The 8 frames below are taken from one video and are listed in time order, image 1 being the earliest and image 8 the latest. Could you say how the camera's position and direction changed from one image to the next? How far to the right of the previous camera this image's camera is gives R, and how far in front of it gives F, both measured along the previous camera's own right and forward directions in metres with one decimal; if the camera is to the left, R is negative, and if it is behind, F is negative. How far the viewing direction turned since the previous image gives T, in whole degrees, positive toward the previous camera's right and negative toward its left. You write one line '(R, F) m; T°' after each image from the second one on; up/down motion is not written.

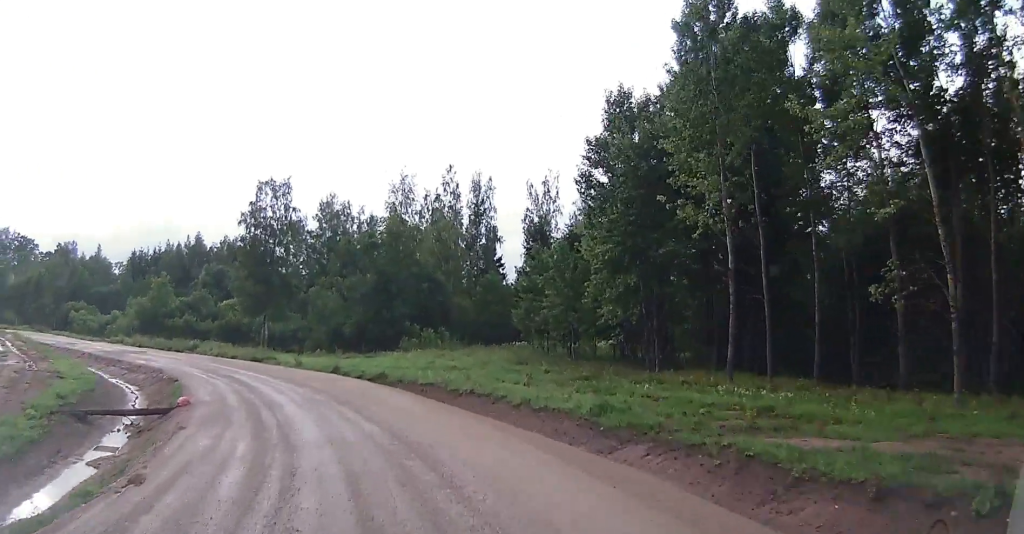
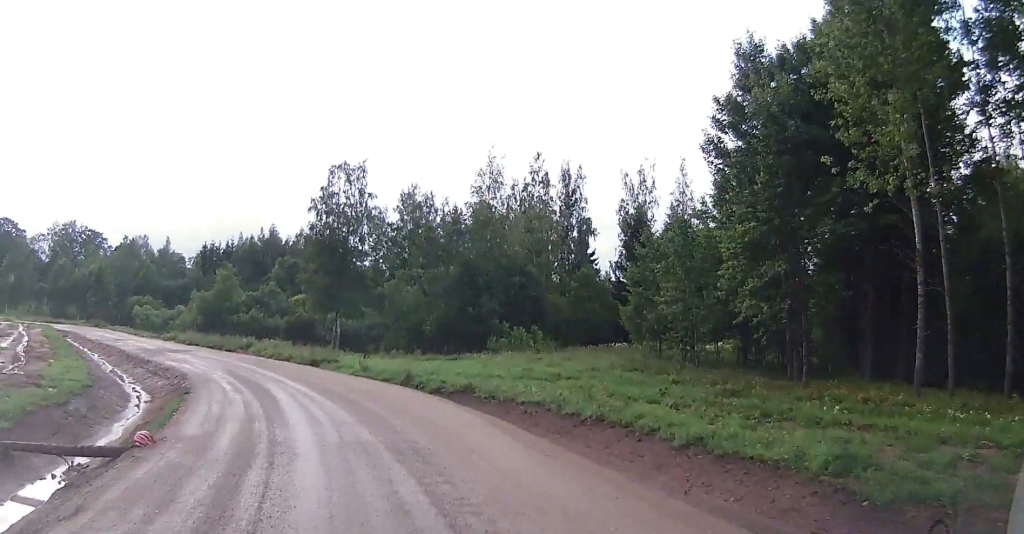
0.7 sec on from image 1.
(-0.3, +6.3) m; -7°
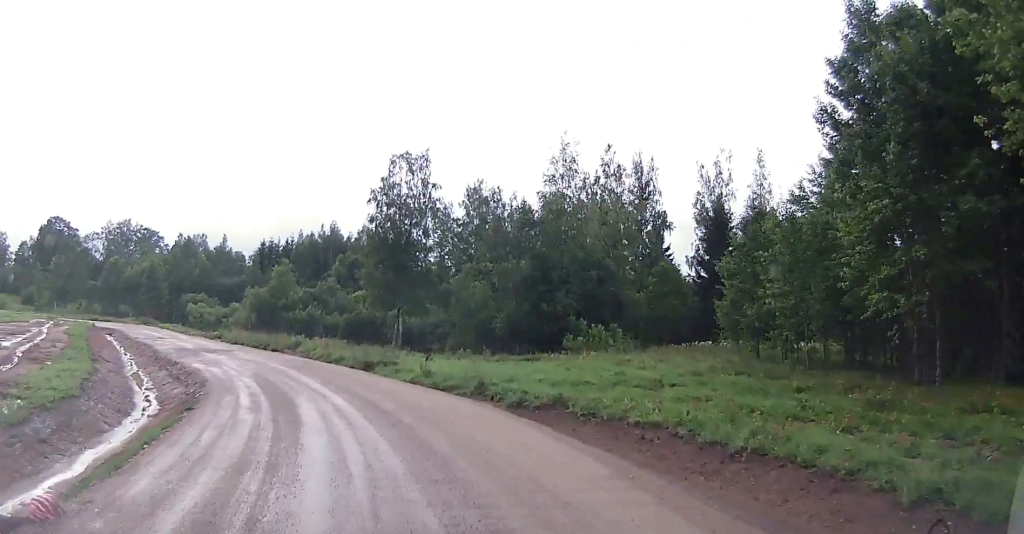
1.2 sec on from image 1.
(-0.1, +4.2) m; -5°
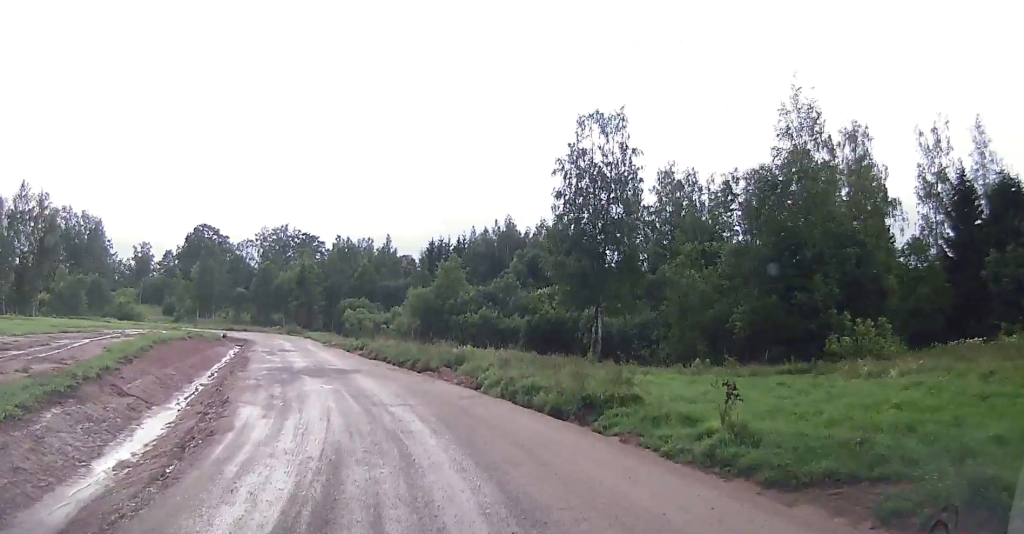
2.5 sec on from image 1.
(-1.5, +12.2) m; -12°
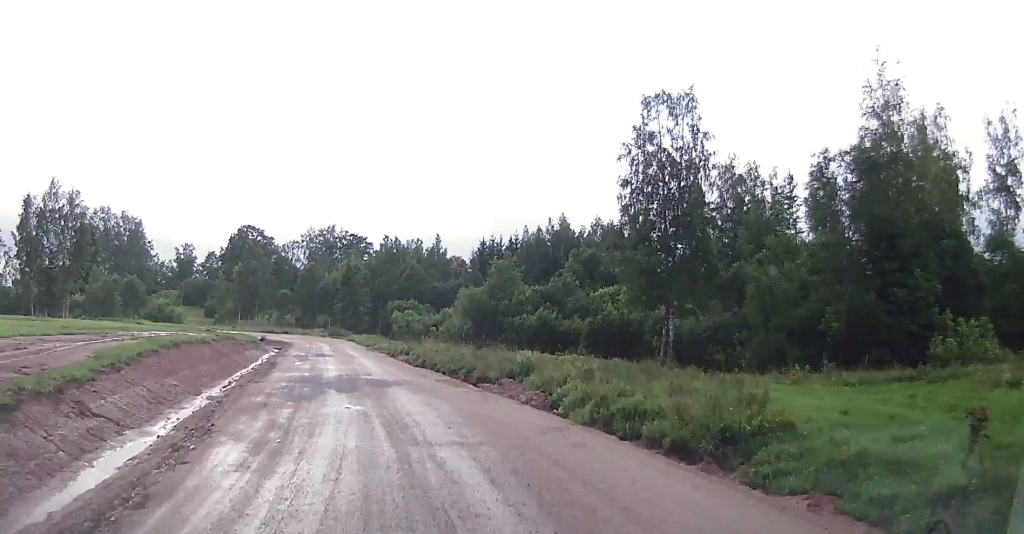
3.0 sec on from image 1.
(+0.2, +4.4) m; -4°
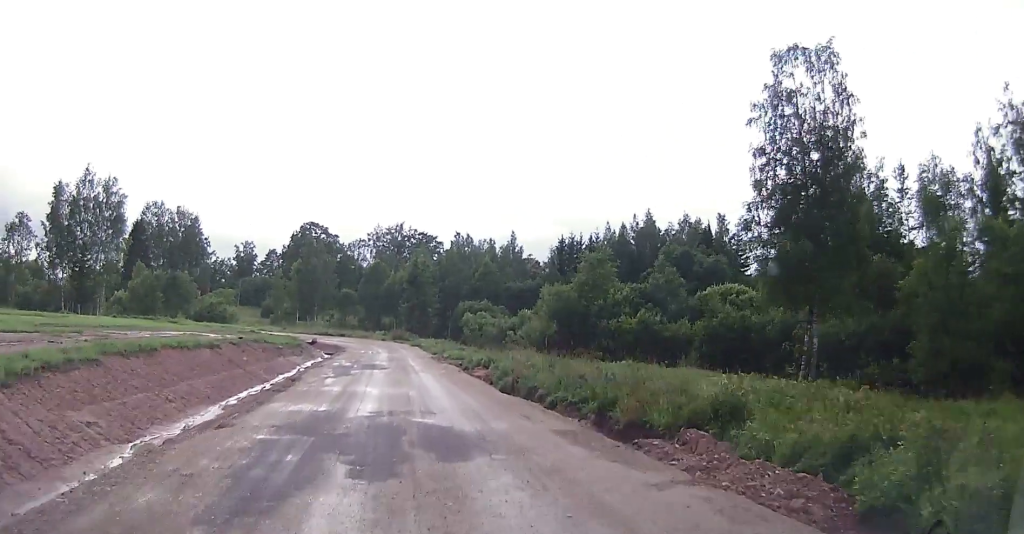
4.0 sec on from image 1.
(-1.0, +9.1) m; -8°
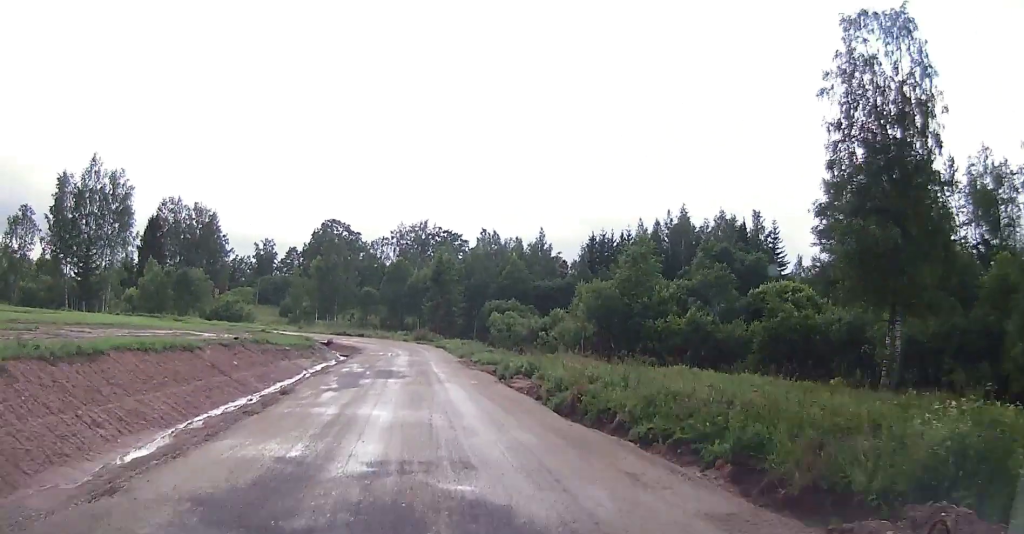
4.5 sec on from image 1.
(-0.2, +4.9) m; -1°
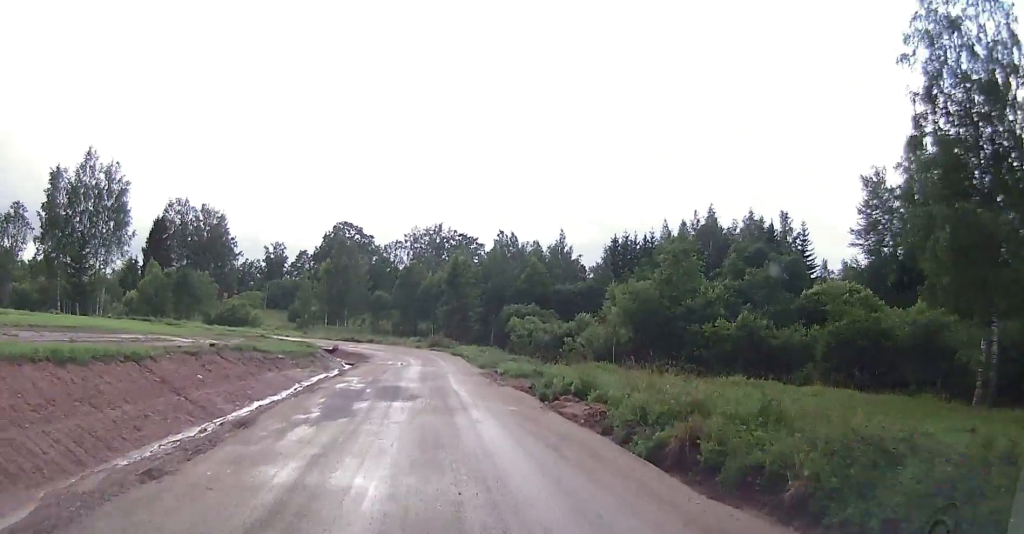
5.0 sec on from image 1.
(-0.1, +4.9) m; -1°
